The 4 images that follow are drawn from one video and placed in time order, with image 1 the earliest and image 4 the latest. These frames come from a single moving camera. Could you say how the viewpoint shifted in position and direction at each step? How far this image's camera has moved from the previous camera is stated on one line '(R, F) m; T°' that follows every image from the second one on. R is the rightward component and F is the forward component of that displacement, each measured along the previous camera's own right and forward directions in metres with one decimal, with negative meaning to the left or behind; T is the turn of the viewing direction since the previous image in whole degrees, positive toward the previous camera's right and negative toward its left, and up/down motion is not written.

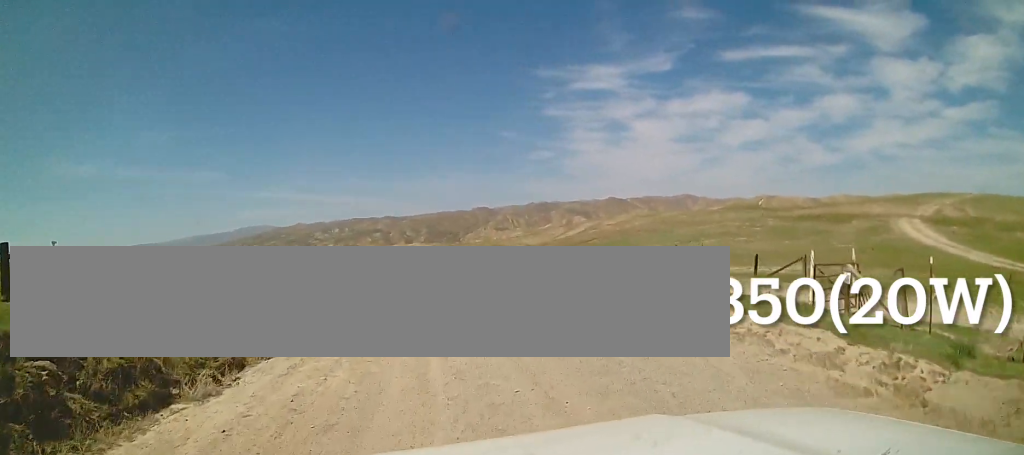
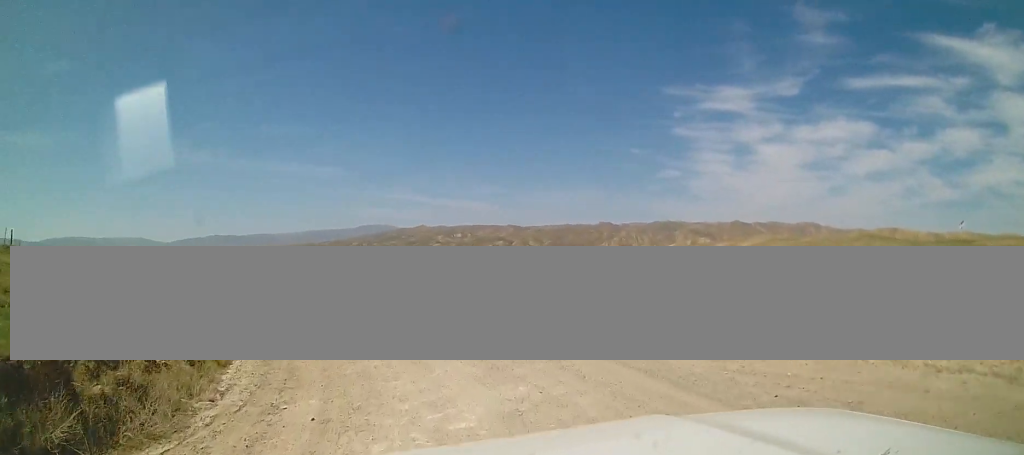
(-0.9, +16.2) m; -7°
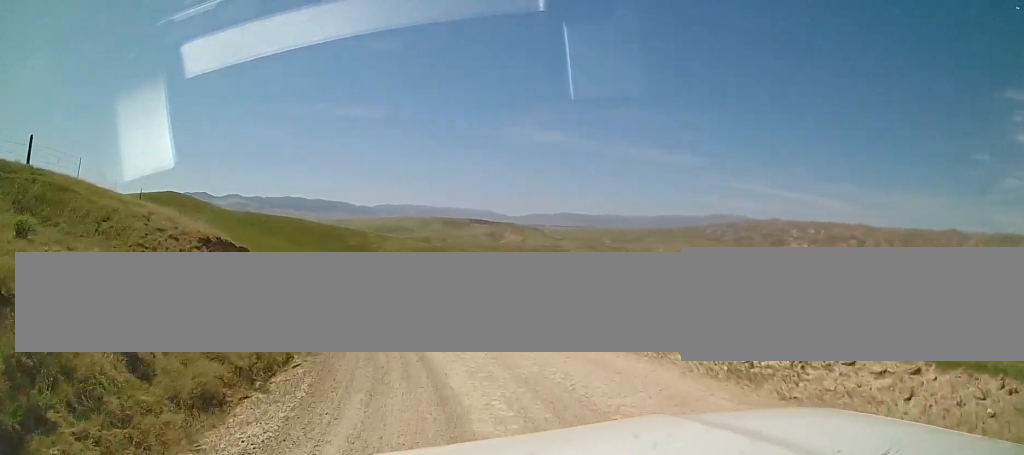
(-8.8, +23.1) m; -38°
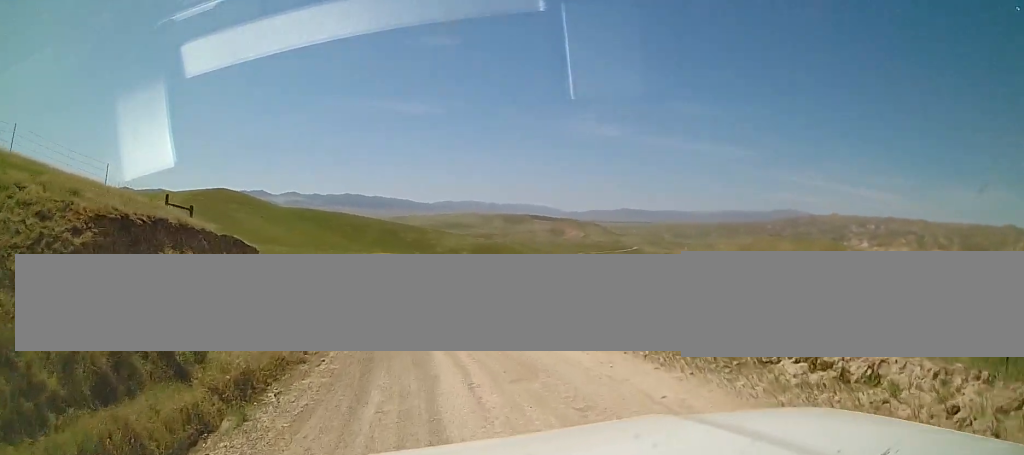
(-0.5, +7.6) m; -4°
